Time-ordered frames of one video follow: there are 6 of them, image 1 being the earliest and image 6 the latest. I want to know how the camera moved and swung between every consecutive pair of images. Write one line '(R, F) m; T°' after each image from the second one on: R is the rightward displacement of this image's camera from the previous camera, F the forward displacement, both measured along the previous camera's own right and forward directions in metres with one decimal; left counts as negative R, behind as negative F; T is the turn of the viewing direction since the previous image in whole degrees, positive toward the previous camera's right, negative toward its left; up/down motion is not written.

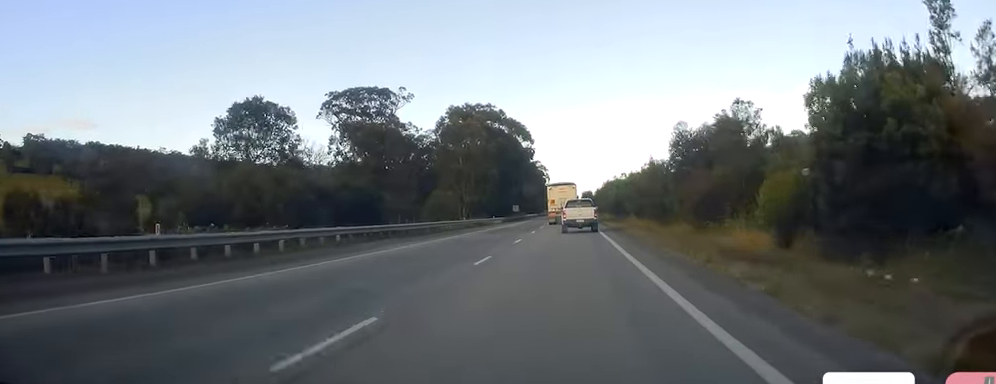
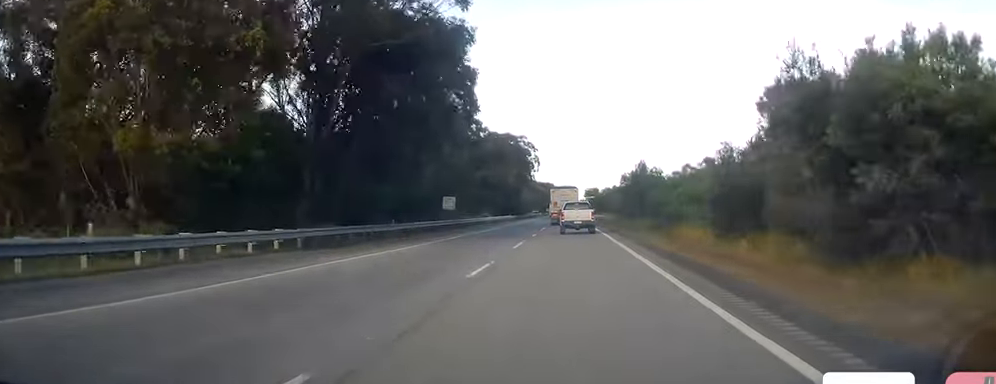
(+0.3, +75.4) m; +1°
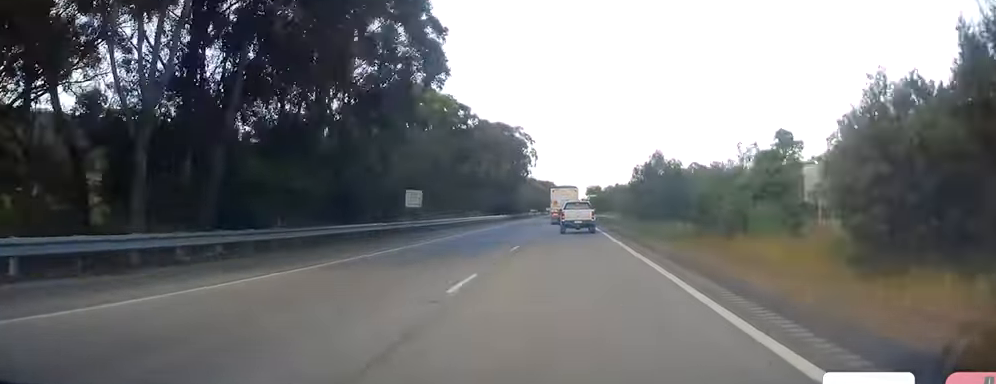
(0.0, +14.3) m; 0°
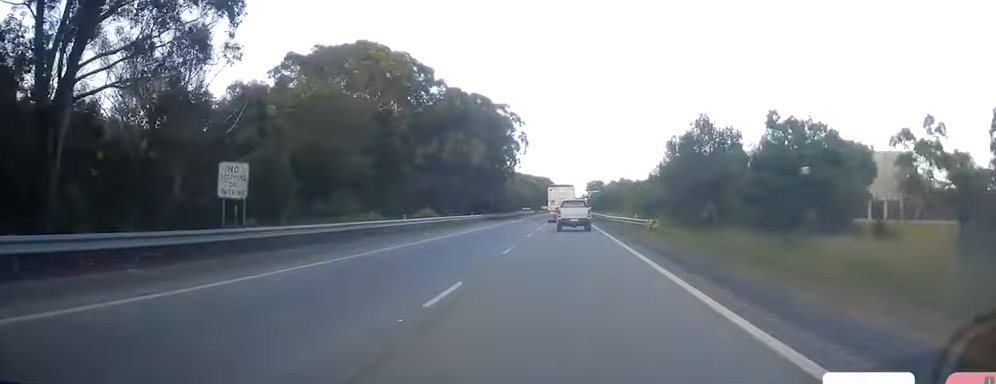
(+0.1, +26.0) m; 0°
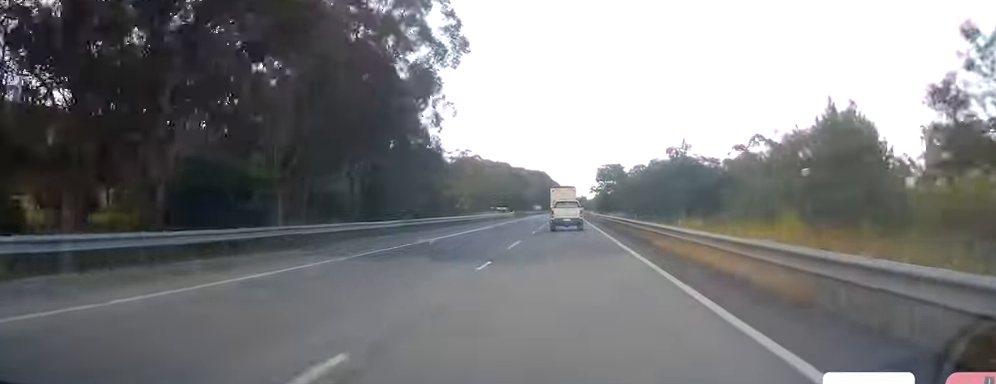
(-0.2, +66.3) m; 0°
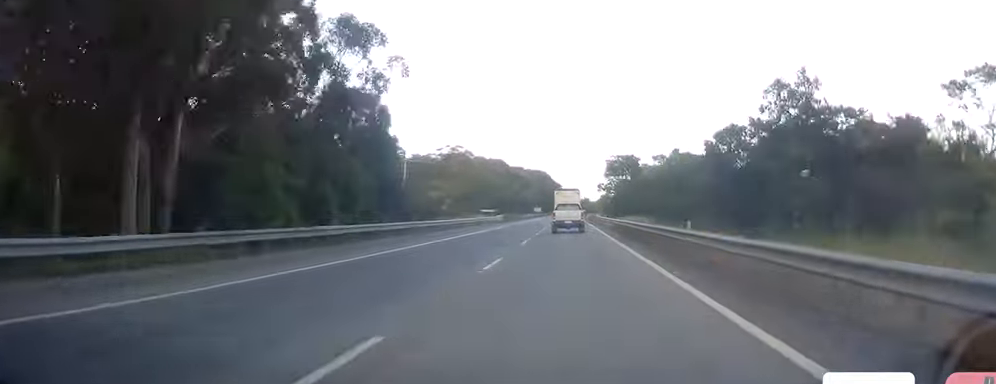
(+0.1, +22.5) m; 0°
